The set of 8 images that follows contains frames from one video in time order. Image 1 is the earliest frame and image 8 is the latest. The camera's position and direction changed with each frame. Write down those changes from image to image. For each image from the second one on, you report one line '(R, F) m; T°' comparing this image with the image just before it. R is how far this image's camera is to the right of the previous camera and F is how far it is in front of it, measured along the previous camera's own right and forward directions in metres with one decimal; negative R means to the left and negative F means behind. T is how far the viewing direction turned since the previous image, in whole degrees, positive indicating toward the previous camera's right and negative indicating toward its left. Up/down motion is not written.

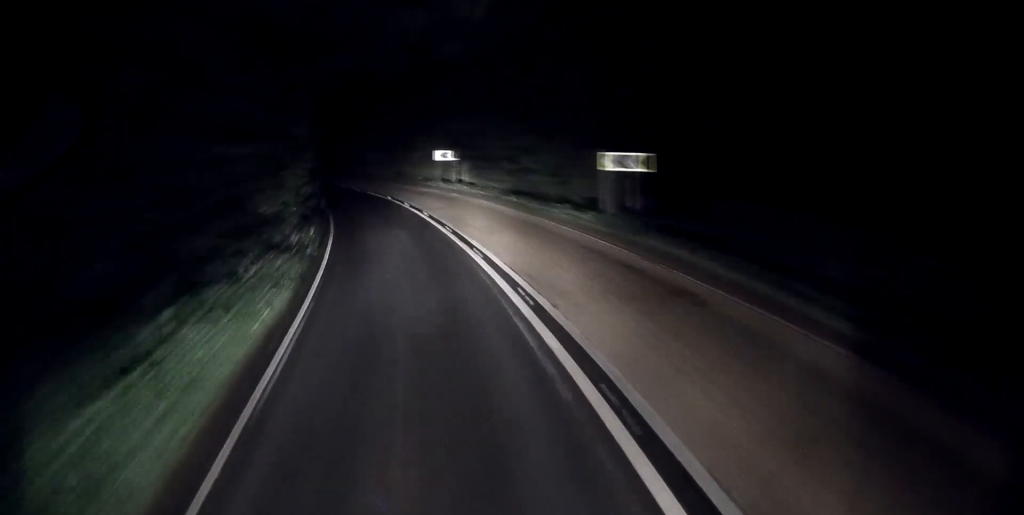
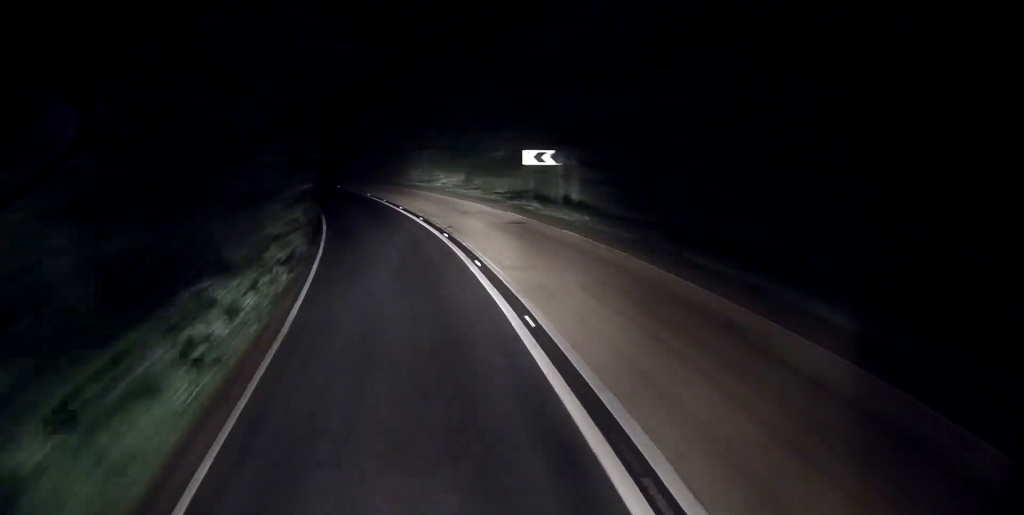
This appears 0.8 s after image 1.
(-0.9, +15.1) m; -6°
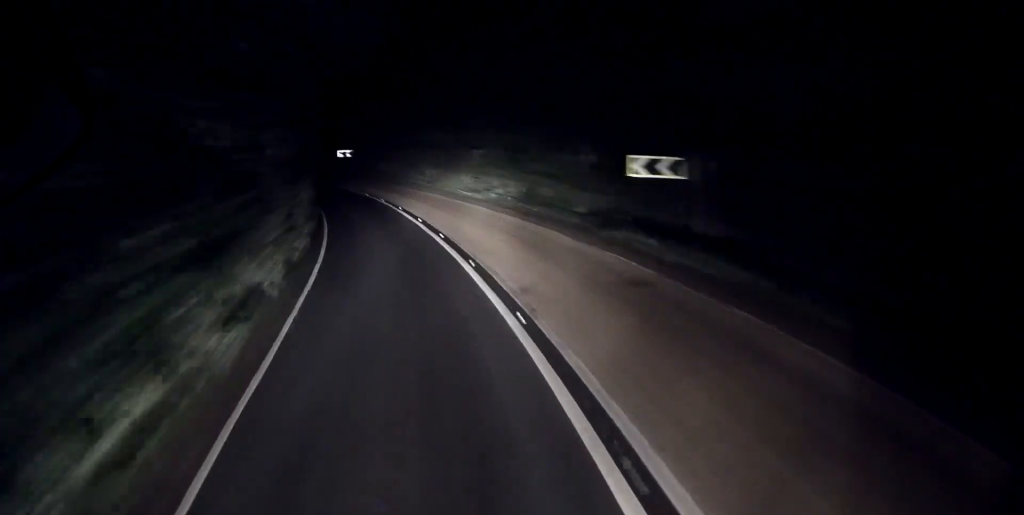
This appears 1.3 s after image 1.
(-0.3, +8.7) m; -4°
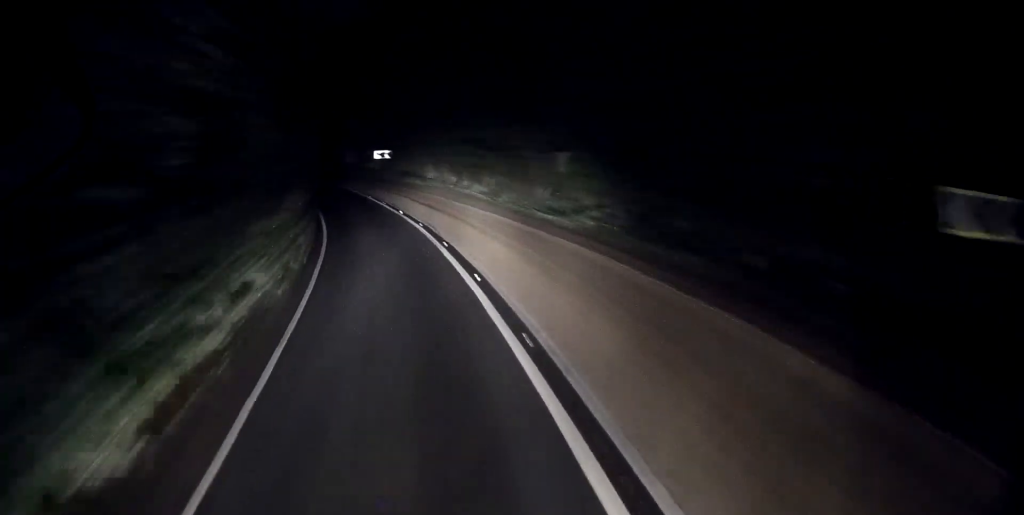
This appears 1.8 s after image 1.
(-0.3, +10.1) m; -4°
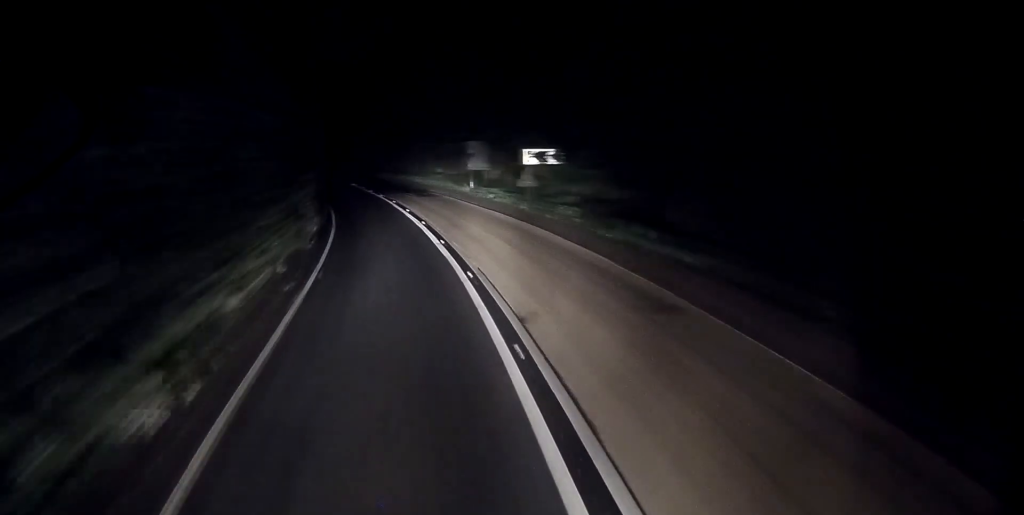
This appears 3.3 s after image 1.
(-2.8, +26.8) m; -11°
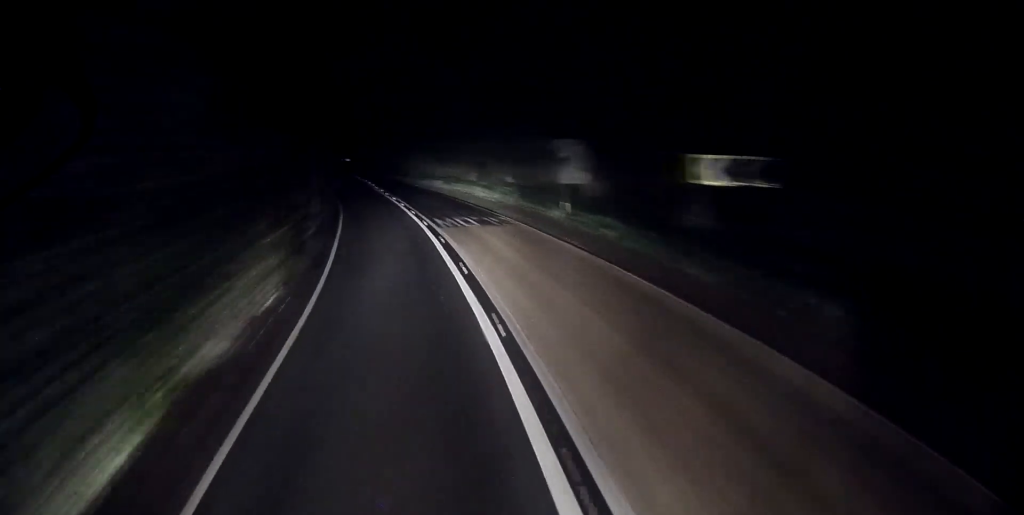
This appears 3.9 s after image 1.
(-0.7, +11.7) m; -4°
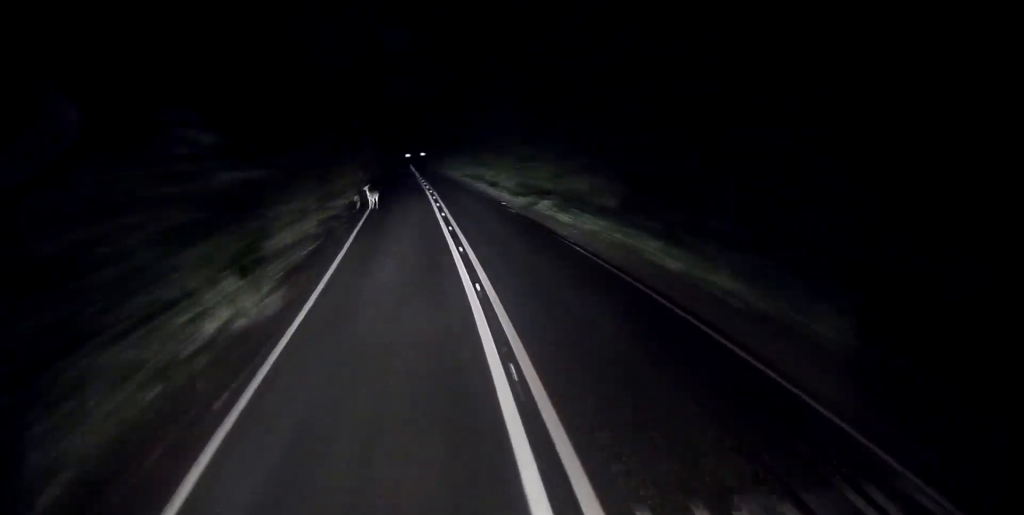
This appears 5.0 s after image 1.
(-0.3, +17.9) m; -3°
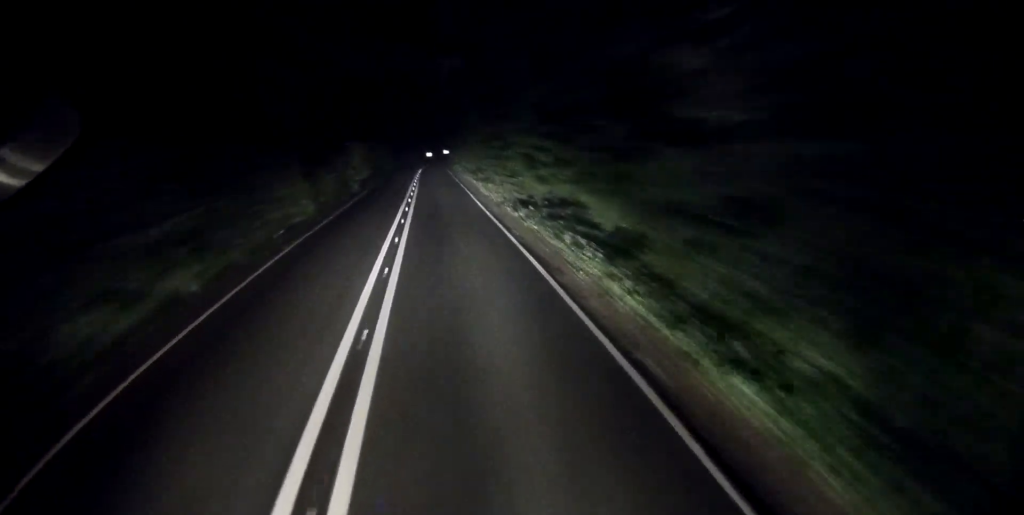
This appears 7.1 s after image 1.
(-1.3, +32.4) m; -4°
